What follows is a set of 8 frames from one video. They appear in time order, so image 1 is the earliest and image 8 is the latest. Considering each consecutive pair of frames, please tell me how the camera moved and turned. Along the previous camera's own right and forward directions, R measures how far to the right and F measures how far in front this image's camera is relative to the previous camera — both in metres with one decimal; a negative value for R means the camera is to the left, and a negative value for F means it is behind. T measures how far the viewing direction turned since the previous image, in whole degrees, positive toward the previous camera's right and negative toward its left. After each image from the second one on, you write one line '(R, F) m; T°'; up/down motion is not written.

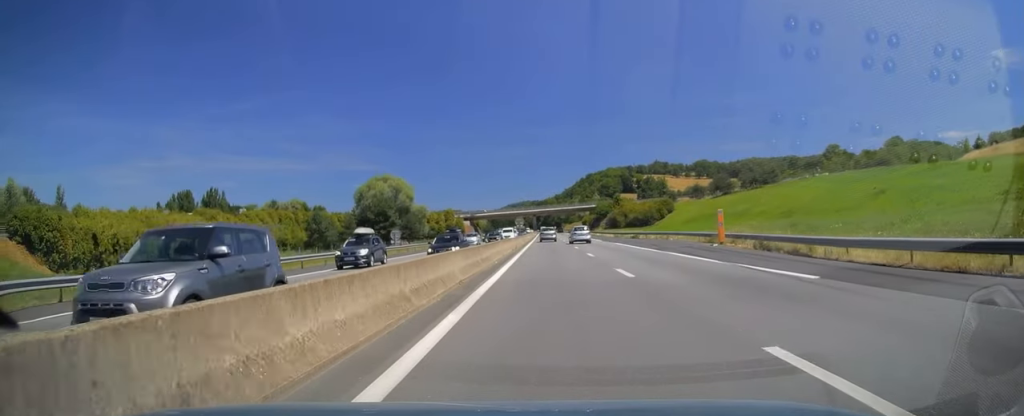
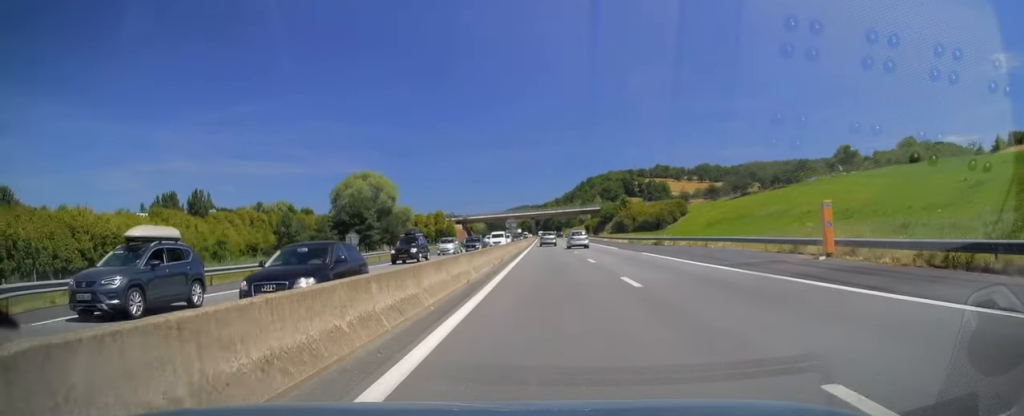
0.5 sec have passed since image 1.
(+0.1, +14.3) m; 0°
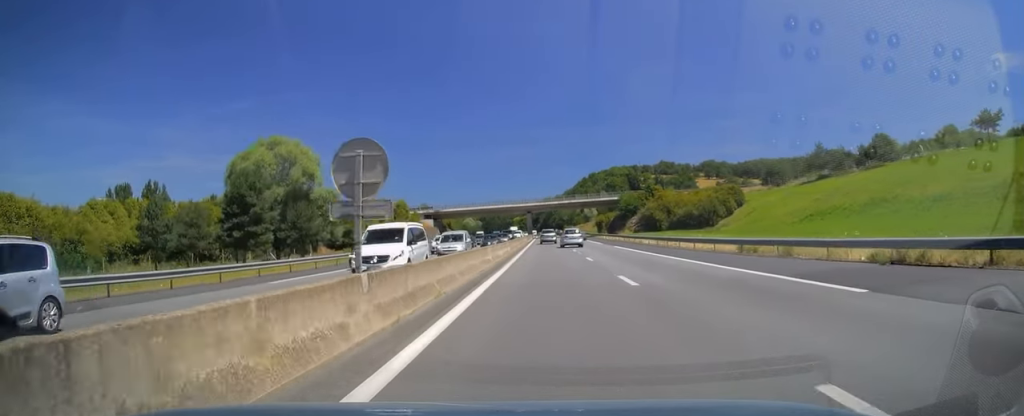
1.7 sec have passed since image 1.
(-0.2, +38.9) m; 0°
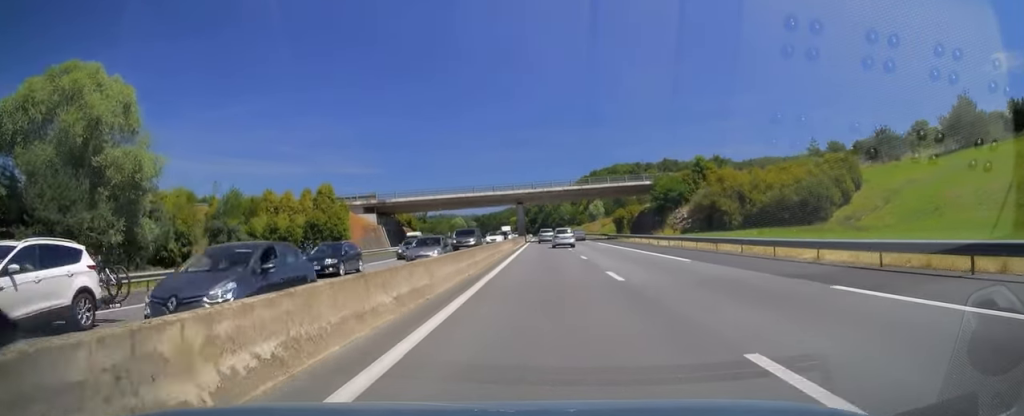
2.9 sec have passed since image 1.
(+0.1, +37.4) m; 0°
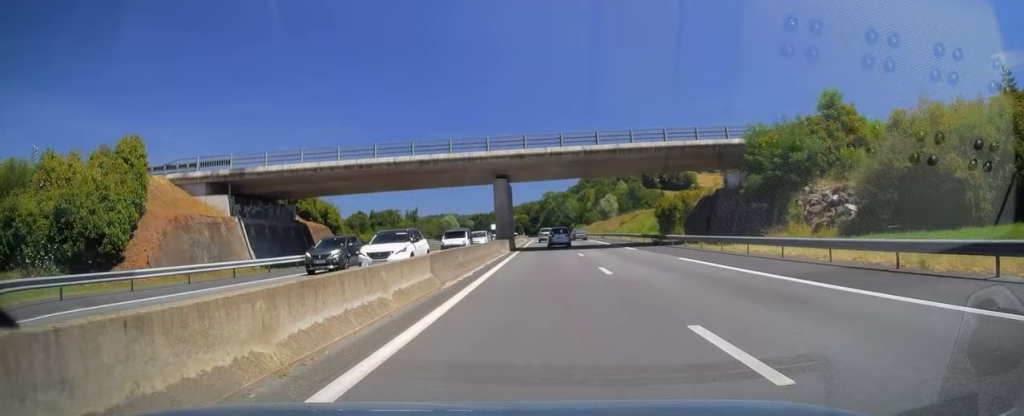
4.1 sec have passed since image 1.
(0.0, +36.8) m; 0°
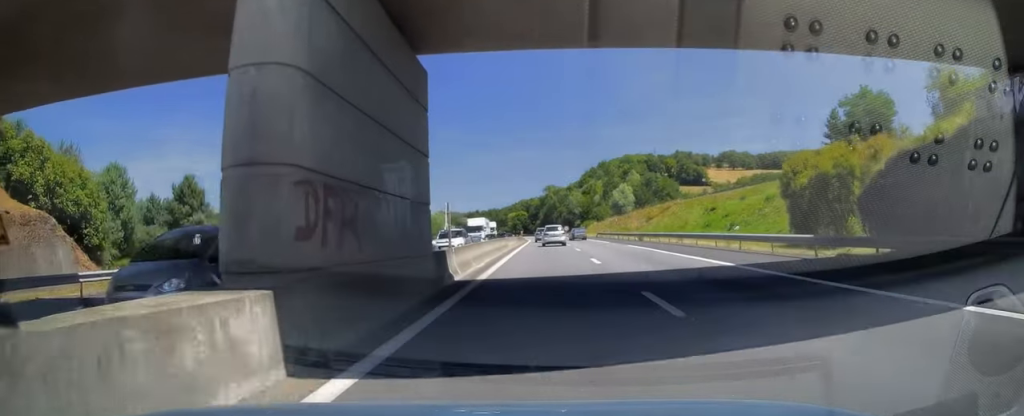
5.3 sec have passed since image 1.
(+0.1, +35.1) m; -1°
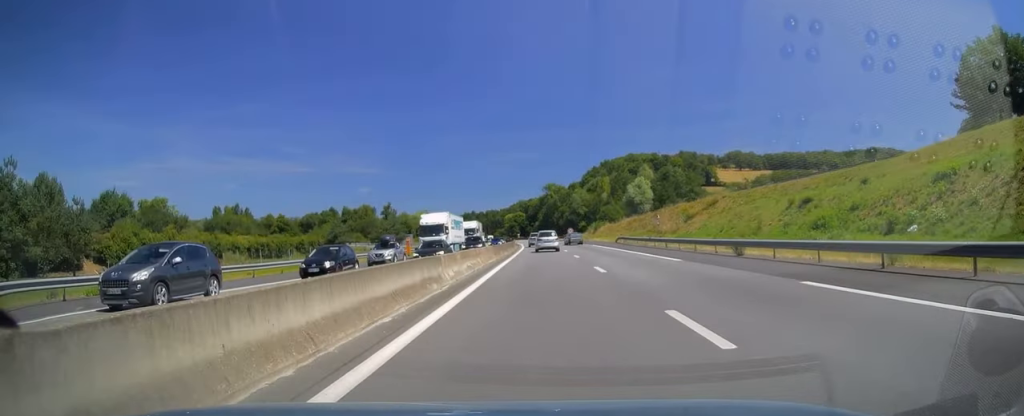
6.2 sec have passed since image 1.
(-0.4, +28.8) m; 0°
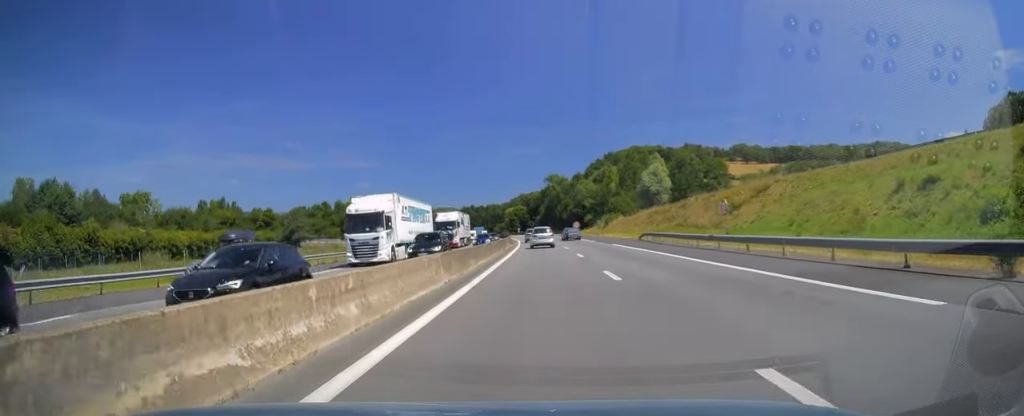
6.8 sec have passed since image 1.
(0.0, +17.5) m; 0°
